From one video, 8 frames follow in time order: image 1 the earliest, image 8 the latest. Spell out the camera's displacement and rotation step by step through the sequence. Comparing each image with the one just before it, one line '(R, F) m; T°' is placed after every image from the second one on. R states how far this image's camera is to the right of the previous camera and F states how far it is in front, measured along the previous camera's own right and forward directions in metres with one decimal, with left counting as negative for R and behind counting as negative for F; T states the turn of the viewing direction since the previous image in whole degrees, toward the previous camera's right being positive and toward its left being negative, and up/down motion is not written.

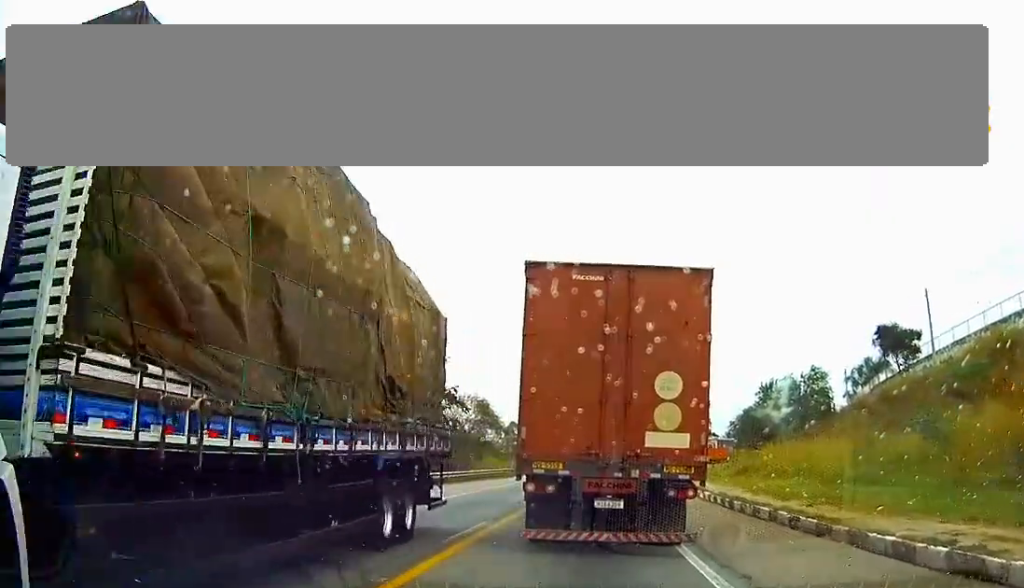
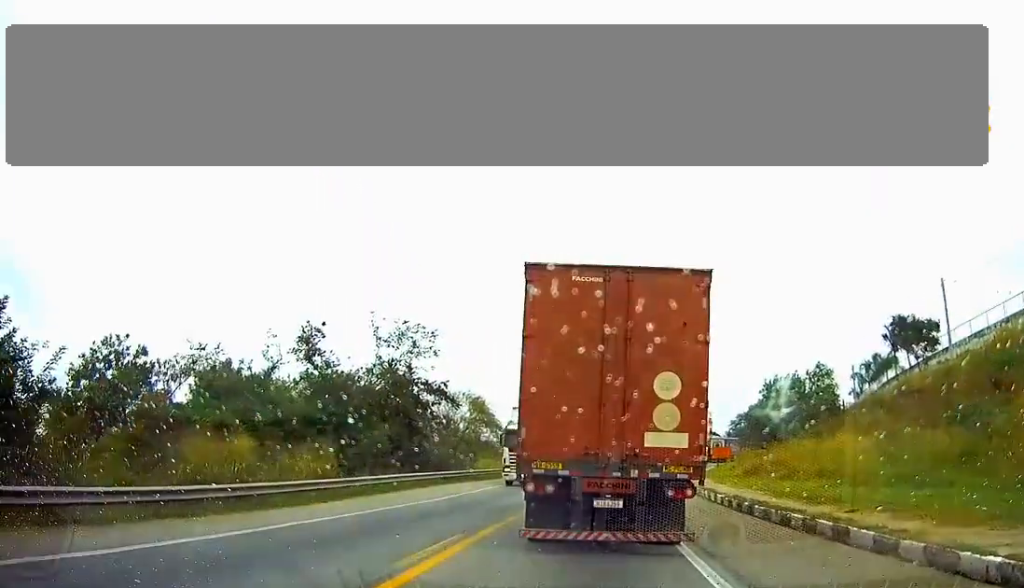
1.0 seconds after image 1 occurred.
(0.0, +3.4) m; 0°
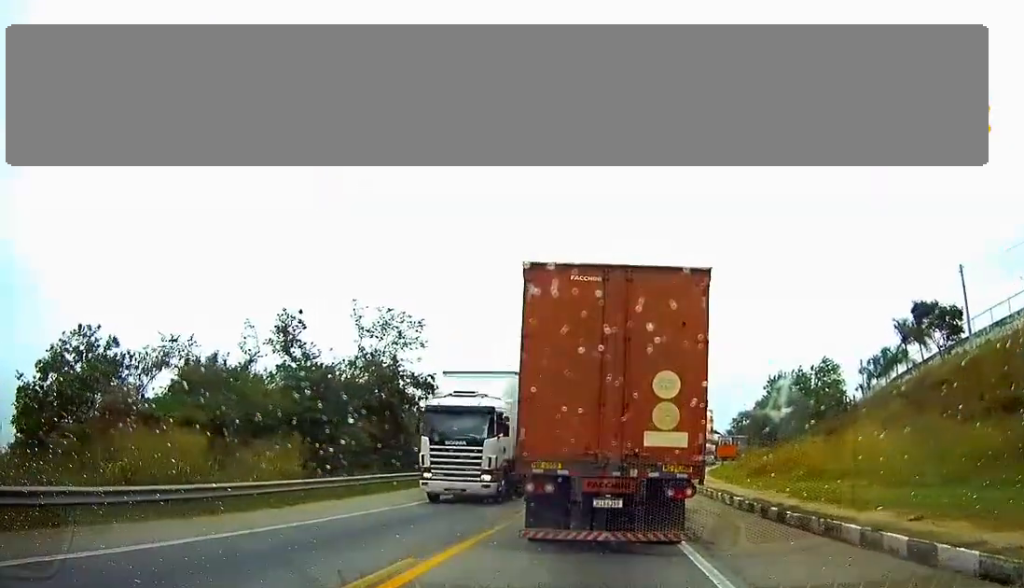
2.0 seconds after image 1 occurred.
(0.0, +3.7) m; 0°
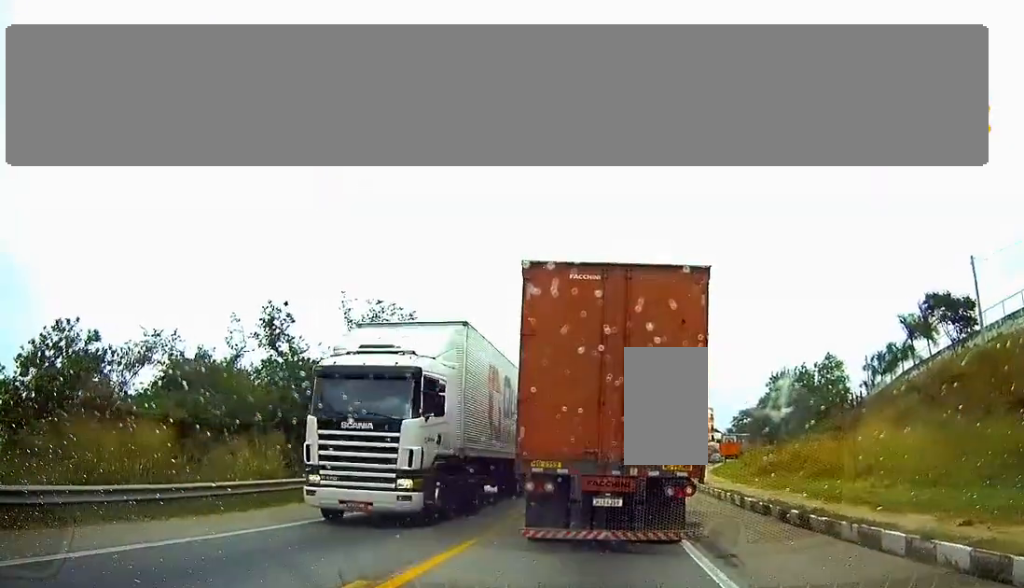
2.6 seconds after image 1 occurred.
(0.0, +2.1) m; 0°
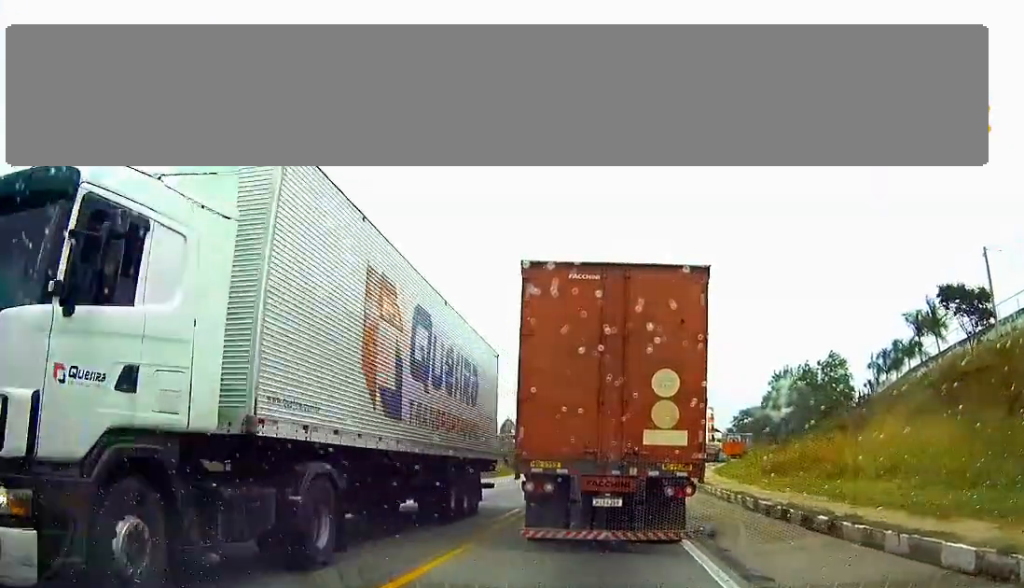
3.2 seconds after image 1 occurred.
(0.0, +2.3) m; 0°
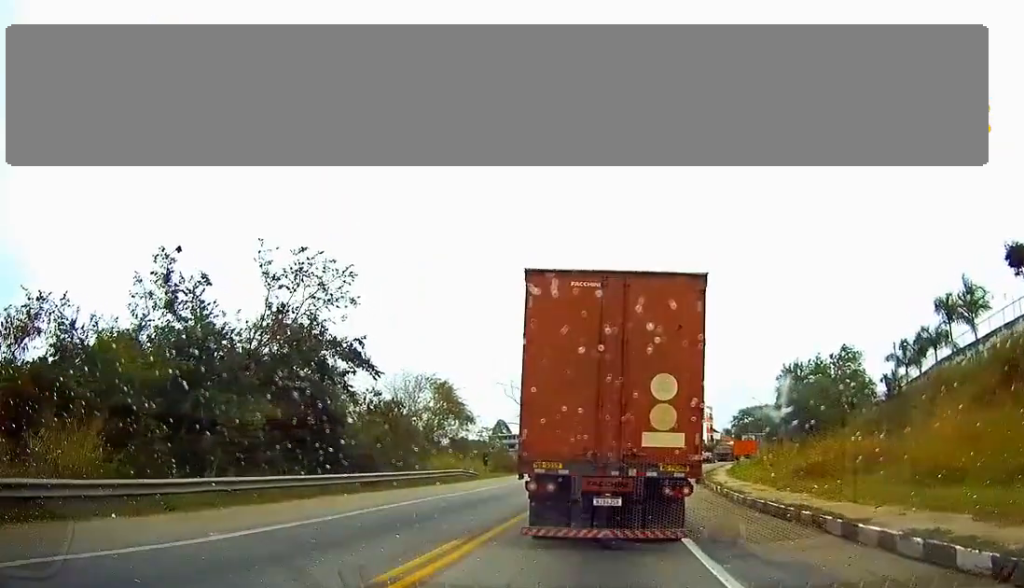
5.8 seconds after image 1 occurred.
(0.0, +9.0) m; 0°
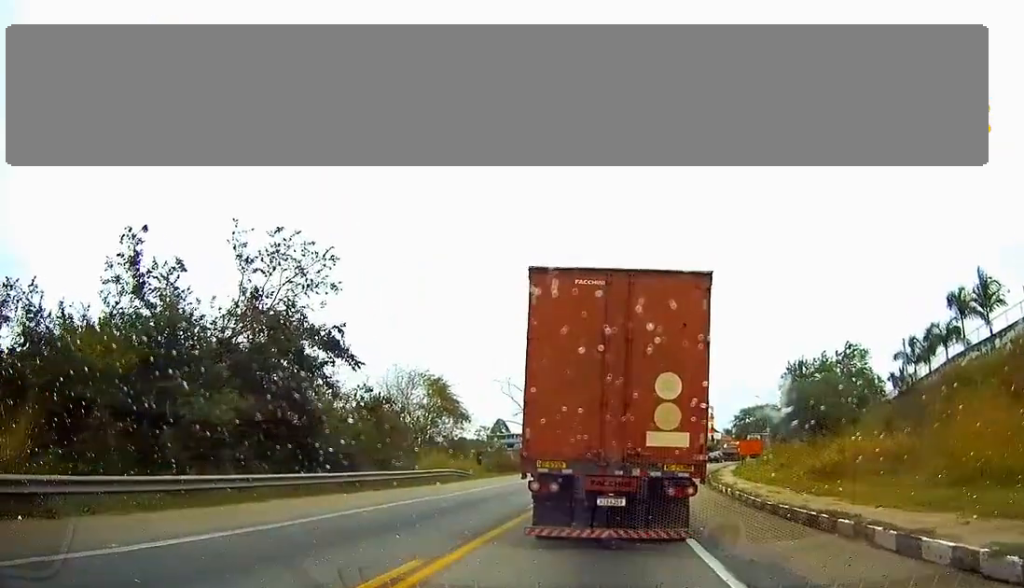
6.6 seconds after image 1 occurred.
(0.0, +2.8) m; 0°
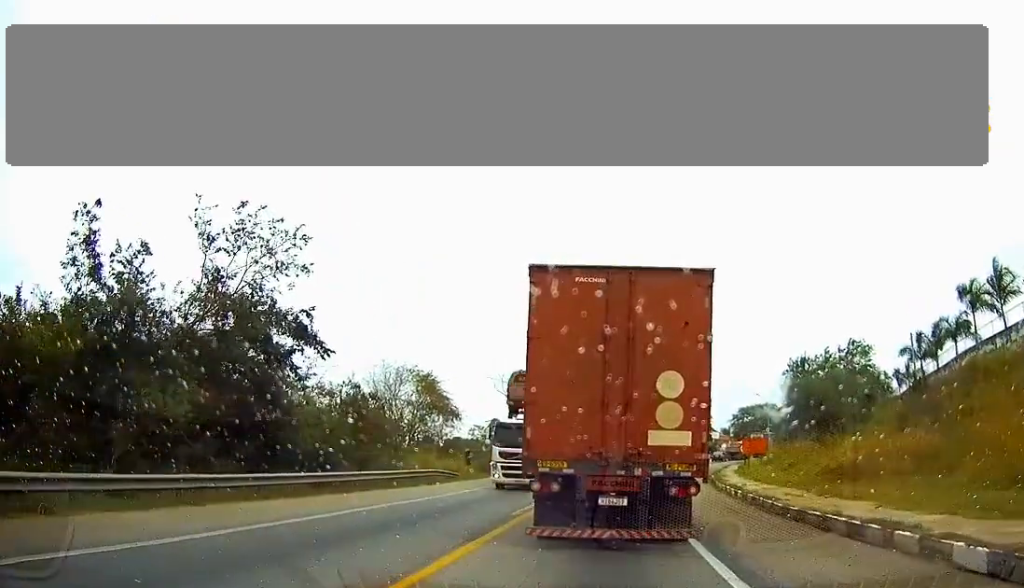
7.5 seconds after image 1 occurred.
(0.0, +3.2) m; +1°
